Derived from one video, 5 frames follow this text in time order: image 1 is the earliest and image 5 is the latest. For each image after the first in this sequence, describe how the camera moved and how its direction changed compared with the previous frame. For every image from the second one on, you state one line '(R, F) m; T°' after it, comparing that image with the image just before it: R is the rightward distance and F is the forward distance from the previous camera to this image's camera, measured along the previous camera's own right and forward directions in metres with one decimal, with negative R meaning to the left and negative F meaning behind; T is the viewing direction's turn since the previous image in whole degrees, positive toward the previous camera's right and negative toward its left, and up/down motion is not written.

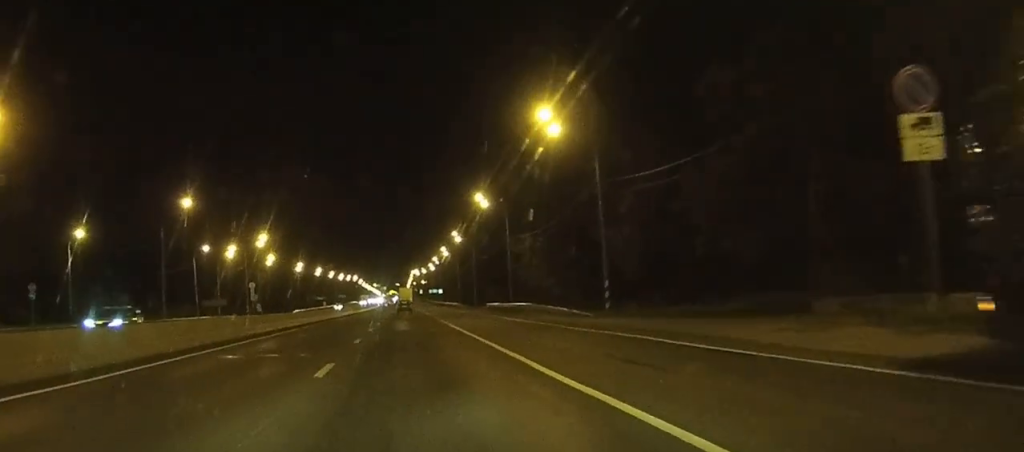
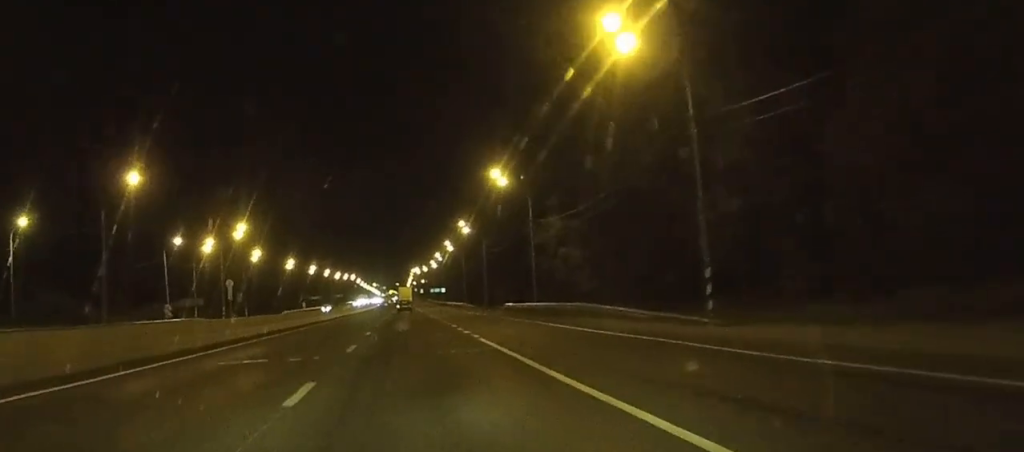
(0.0, +15.9) m; 0°
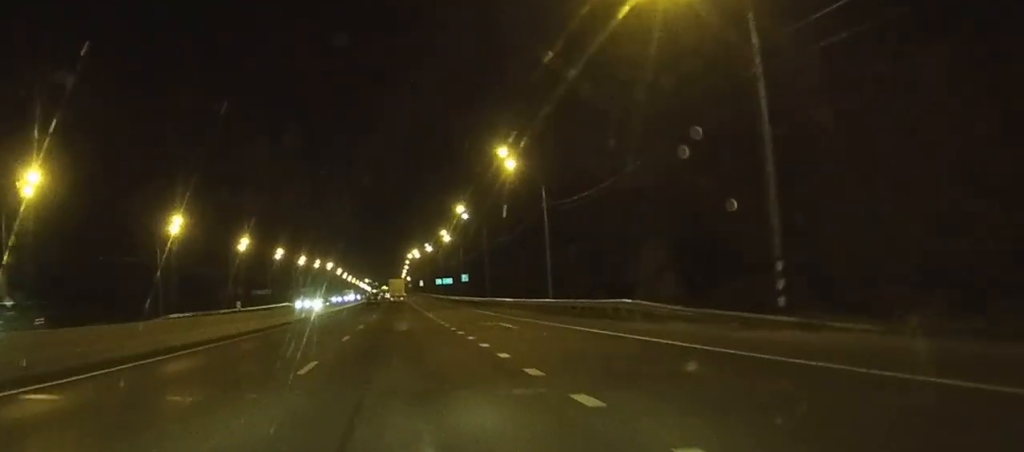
(+0.9, +90.2) m; +1°
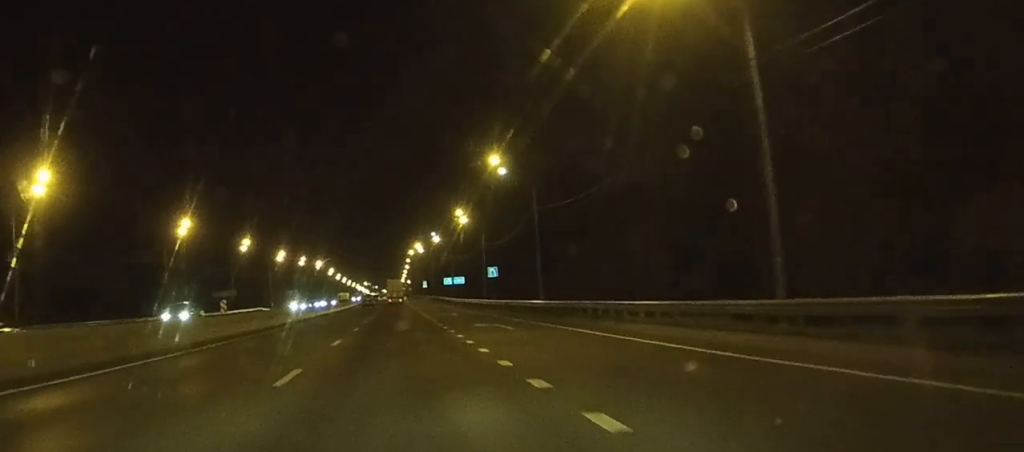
(-0.1, +37.3) m; 0°
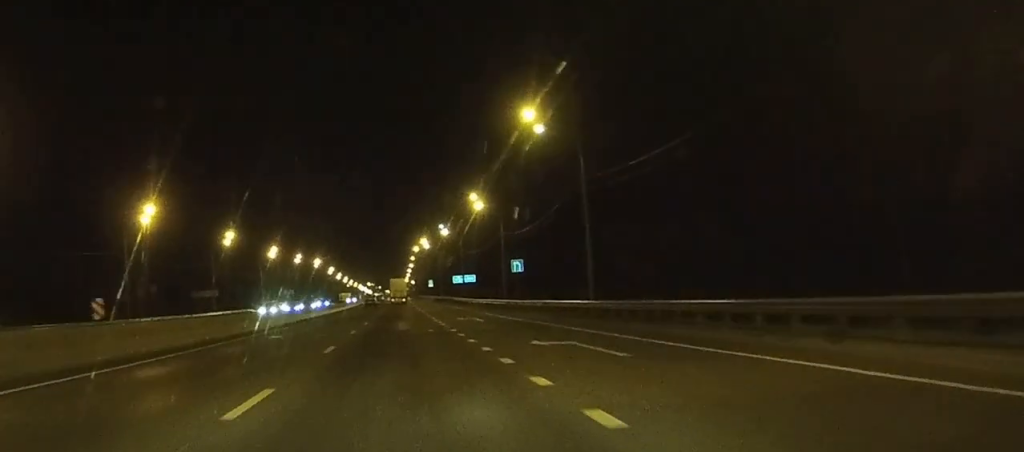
(0.0, +15.8) m; 0°
